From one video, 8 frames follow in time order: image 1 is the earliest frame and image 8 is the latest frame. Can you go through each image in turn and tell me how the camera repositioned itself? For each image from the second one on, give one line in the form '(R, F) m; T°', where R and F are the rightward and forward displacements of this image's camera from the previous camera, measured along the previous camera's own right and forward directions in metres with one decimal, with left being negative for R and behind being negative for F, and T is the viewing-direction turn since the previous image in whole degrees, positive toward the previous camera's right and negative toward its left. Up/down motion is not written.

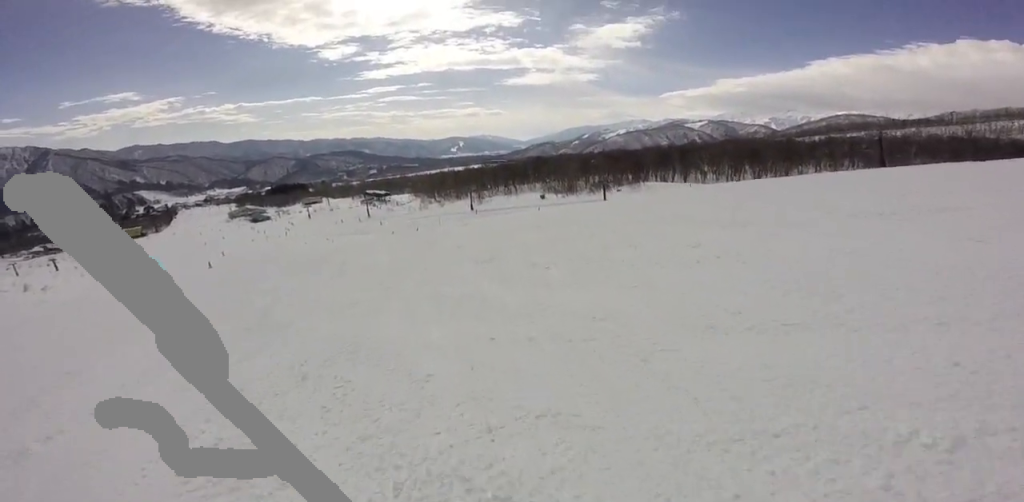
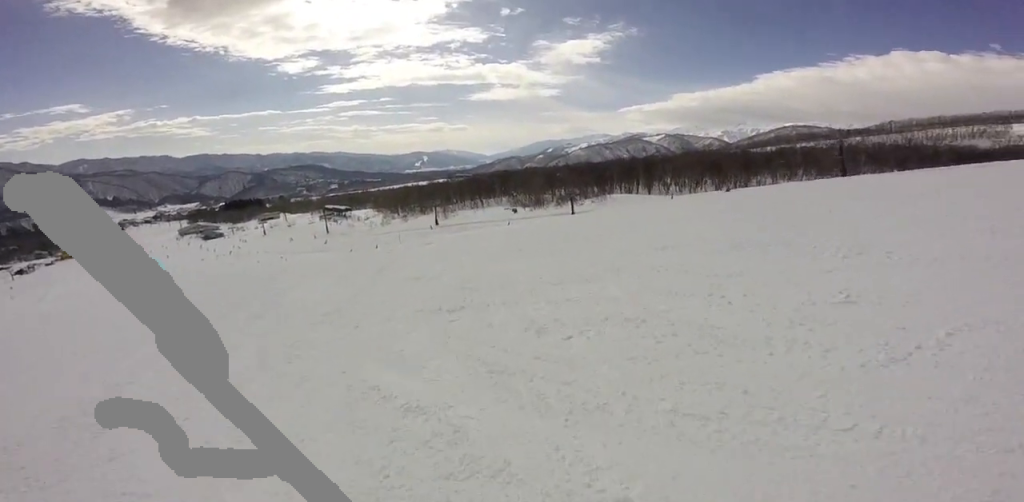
(-0.3, +3.2) m; +1°
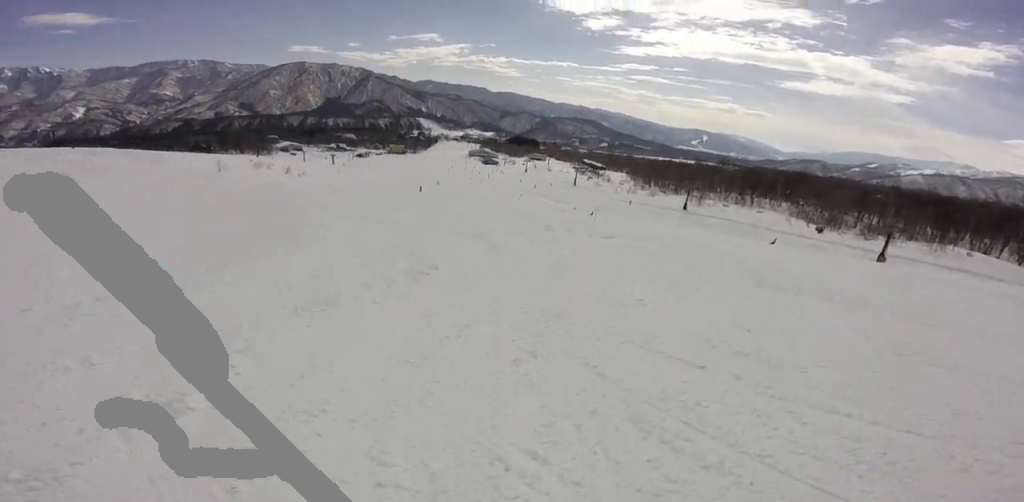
(+0.5, +9.4) m; -40°
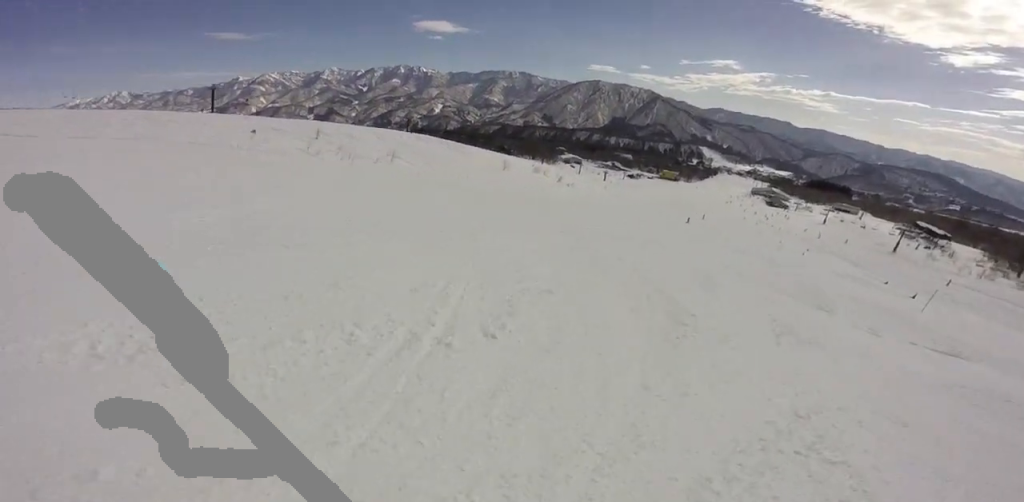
(-2.6, +4.1) m; -21°
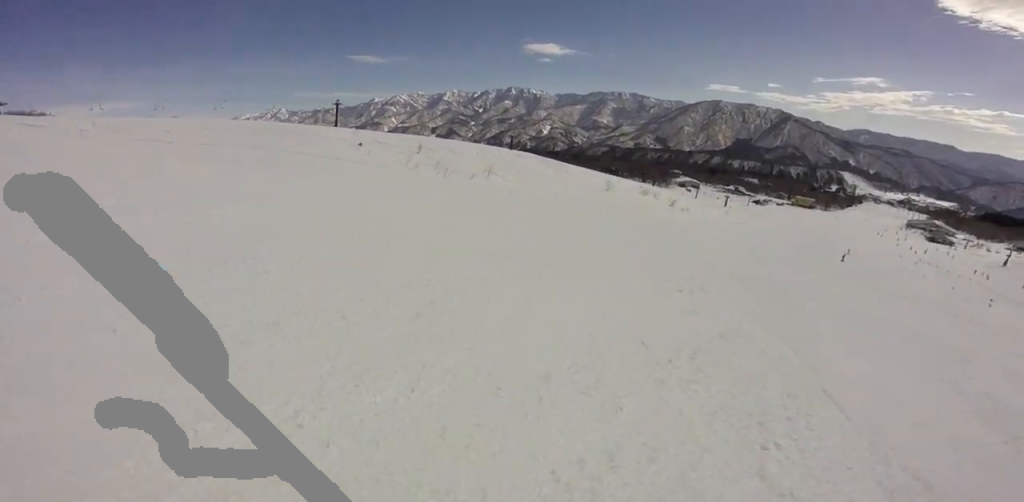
(+1.0, +5.0) m; -4°
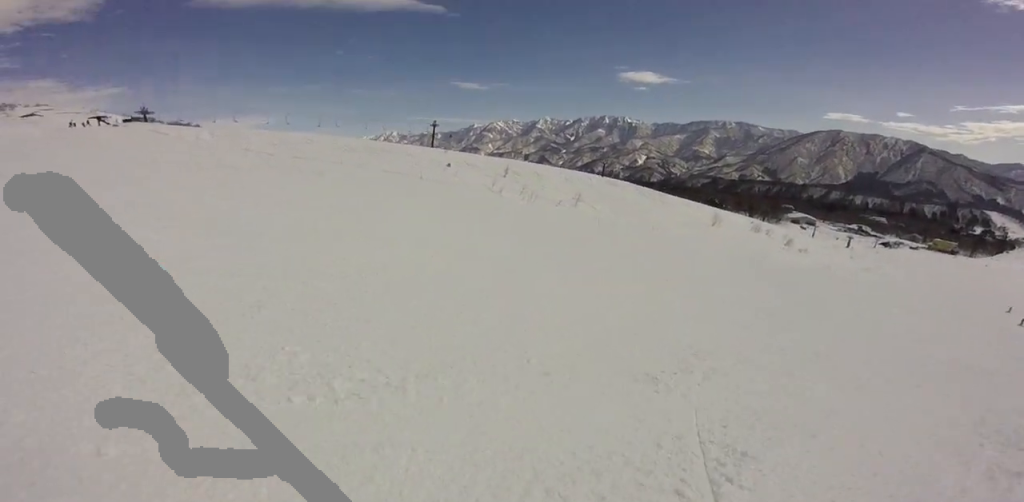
(-1.3, +5.1) m; -13°
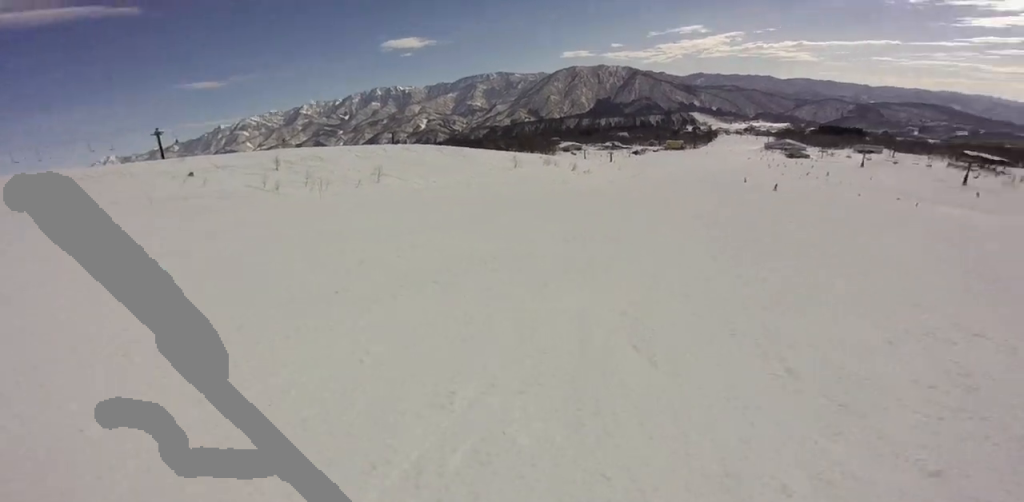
(+0.2, +7.0) m; +22°
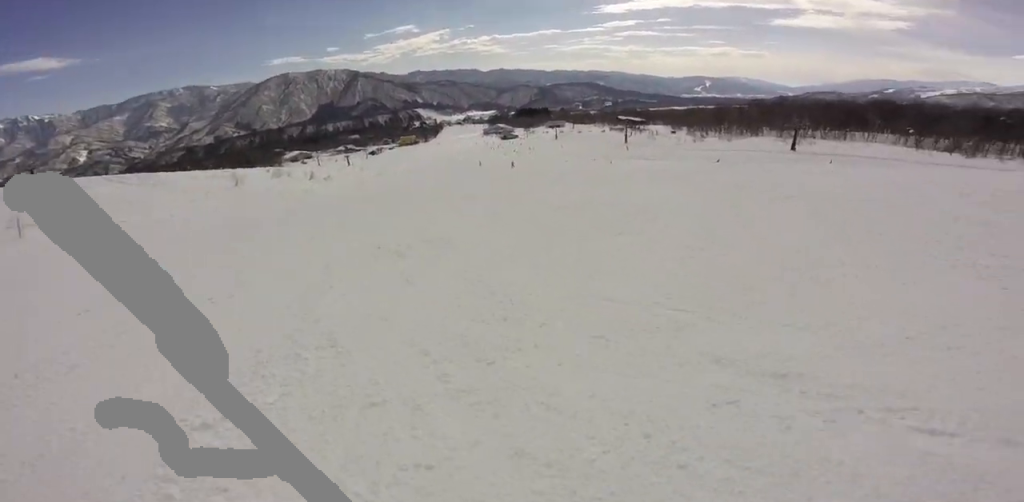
(+1.2, +3.9) m; +30°
